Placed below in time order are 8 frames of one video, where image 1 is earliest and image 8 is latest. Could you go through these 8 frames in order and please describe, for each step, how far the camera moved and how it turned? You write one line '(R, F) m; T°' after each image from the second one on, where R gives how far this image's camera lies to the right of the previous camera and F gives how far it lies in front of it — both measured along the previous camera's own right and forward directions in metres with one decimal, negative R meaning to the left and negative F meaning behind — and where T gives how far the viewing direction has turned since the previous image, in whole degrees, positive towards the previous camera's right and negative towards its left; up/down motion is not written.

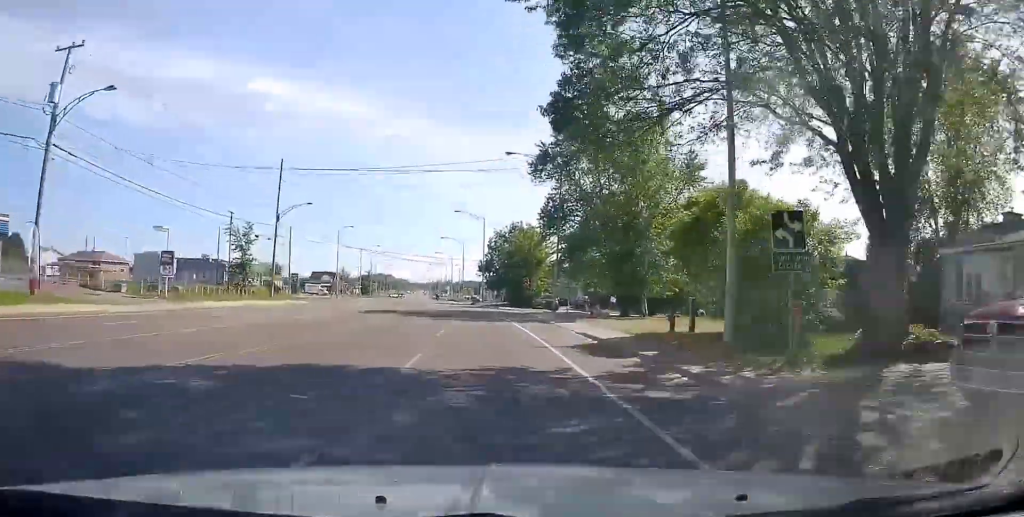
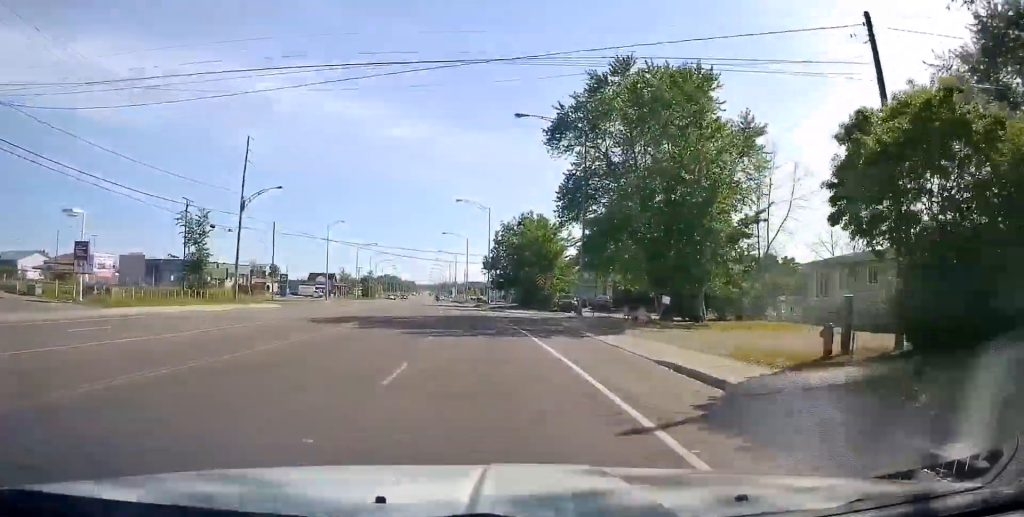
(0.0, +10.6) m; -1°
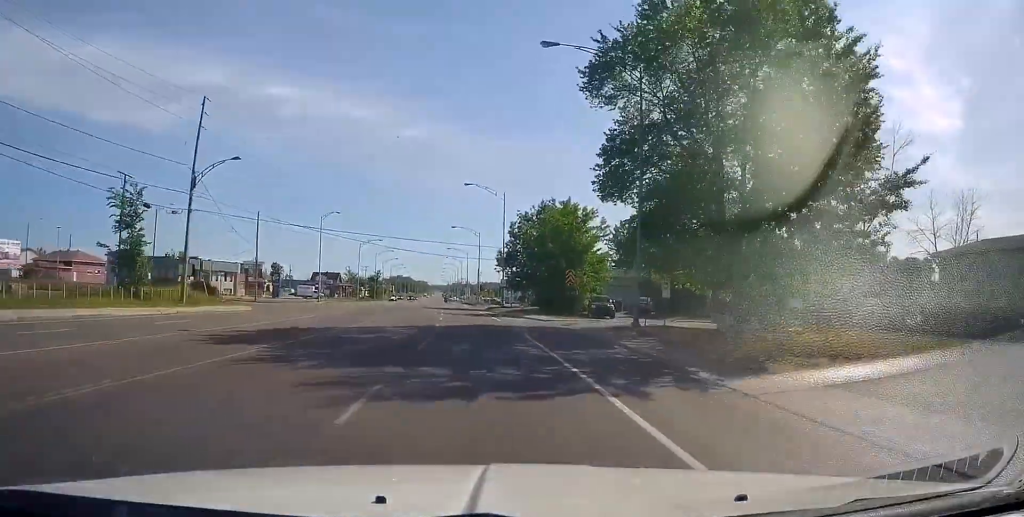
(-0.2, +11.6) m; -2°
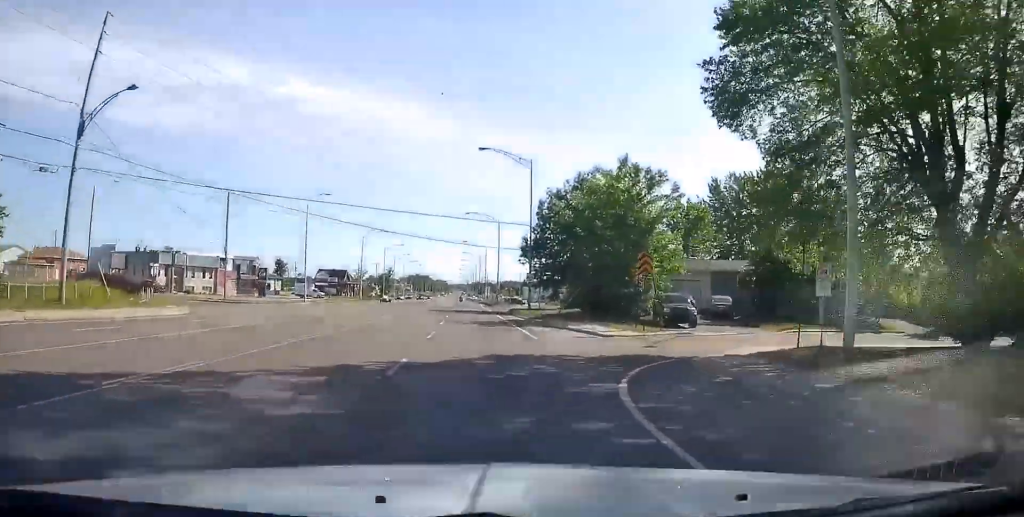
(-0.4, +15.3) m; -1°
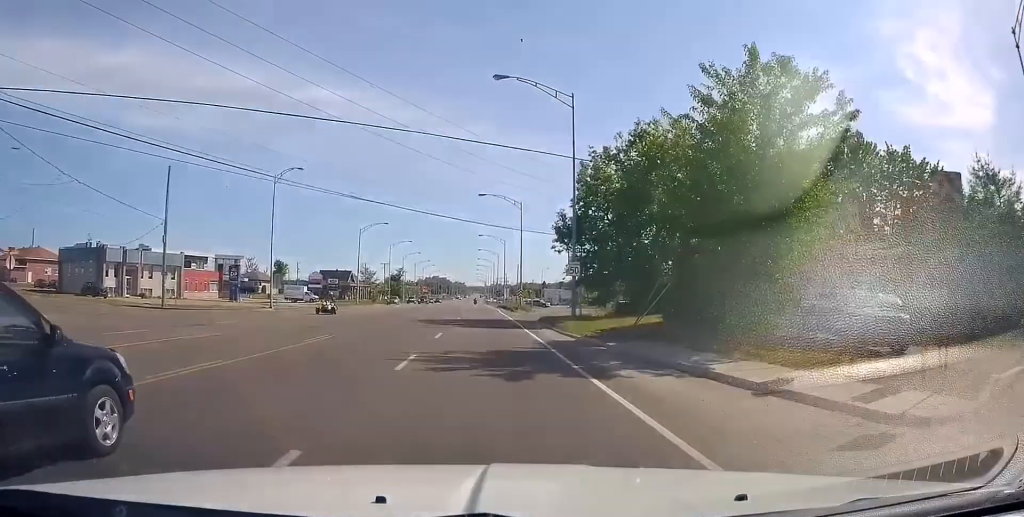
(+0.1, +16.5) m; 0°
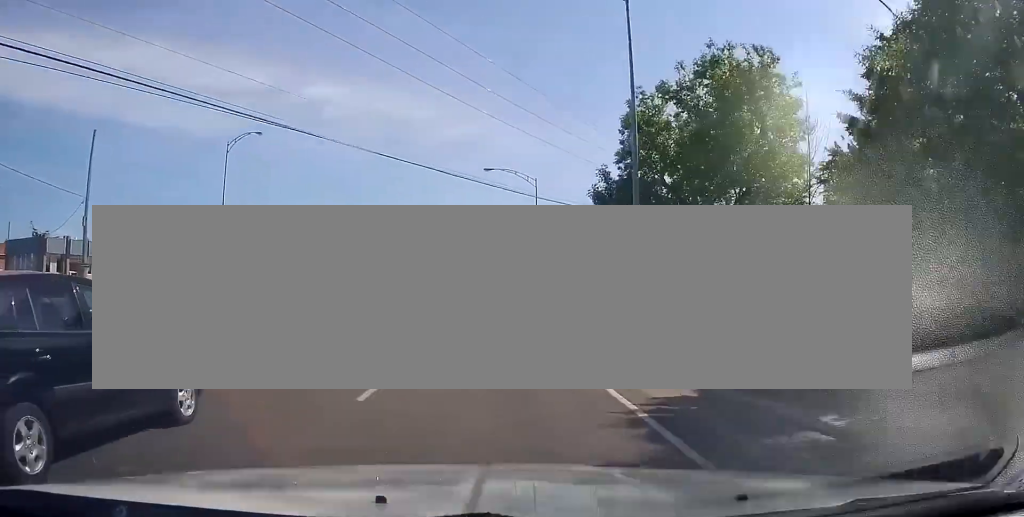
(0.0, +12.0) m; -1°
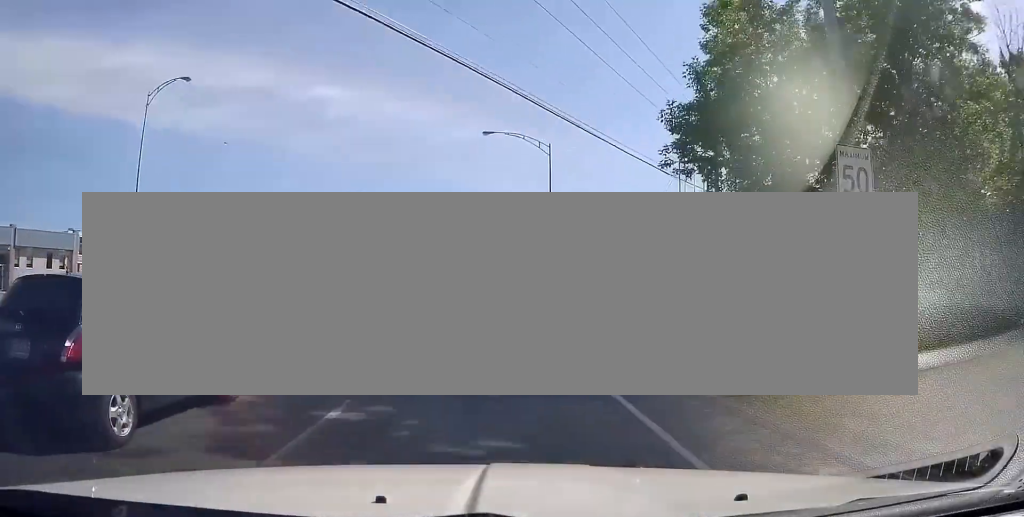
(-0.2, +11.7) m; -1°
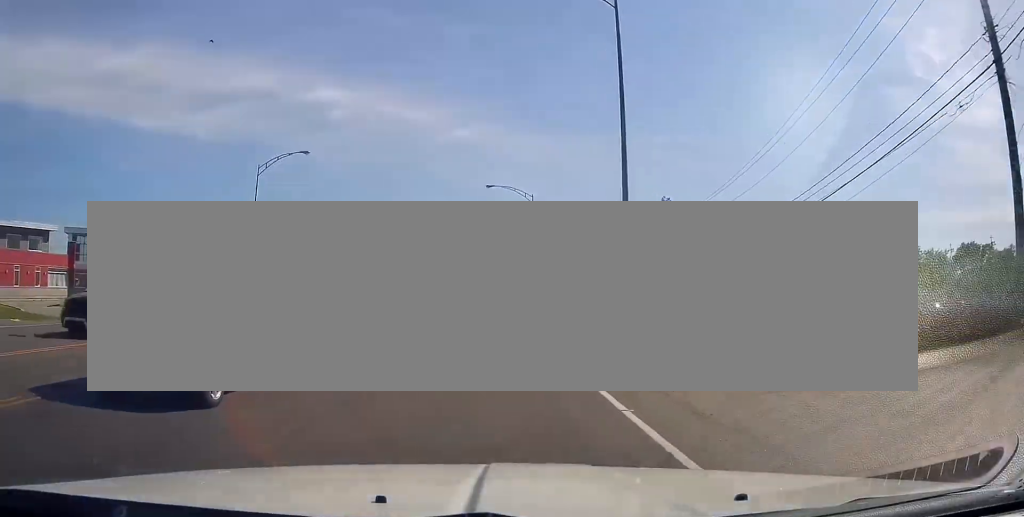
(-0.2, +21.8) m; 0°
